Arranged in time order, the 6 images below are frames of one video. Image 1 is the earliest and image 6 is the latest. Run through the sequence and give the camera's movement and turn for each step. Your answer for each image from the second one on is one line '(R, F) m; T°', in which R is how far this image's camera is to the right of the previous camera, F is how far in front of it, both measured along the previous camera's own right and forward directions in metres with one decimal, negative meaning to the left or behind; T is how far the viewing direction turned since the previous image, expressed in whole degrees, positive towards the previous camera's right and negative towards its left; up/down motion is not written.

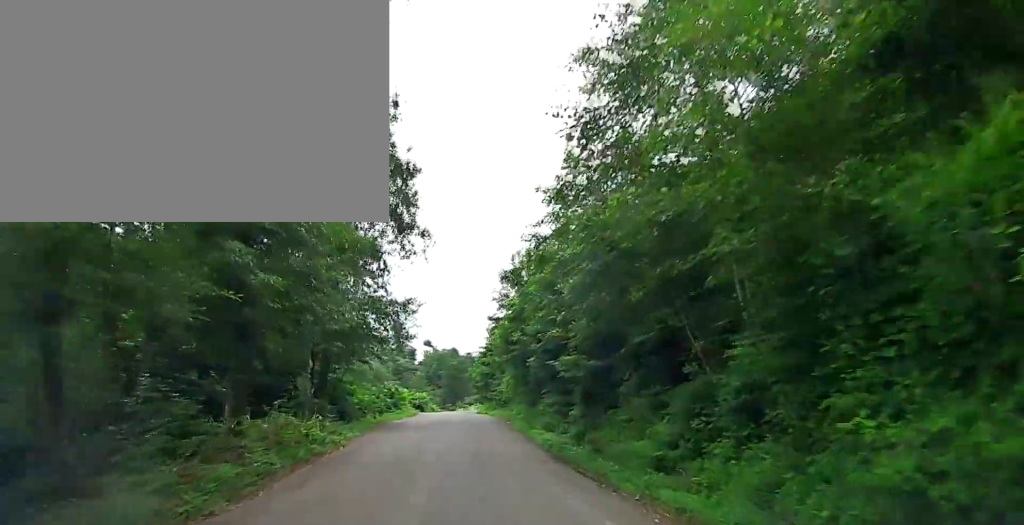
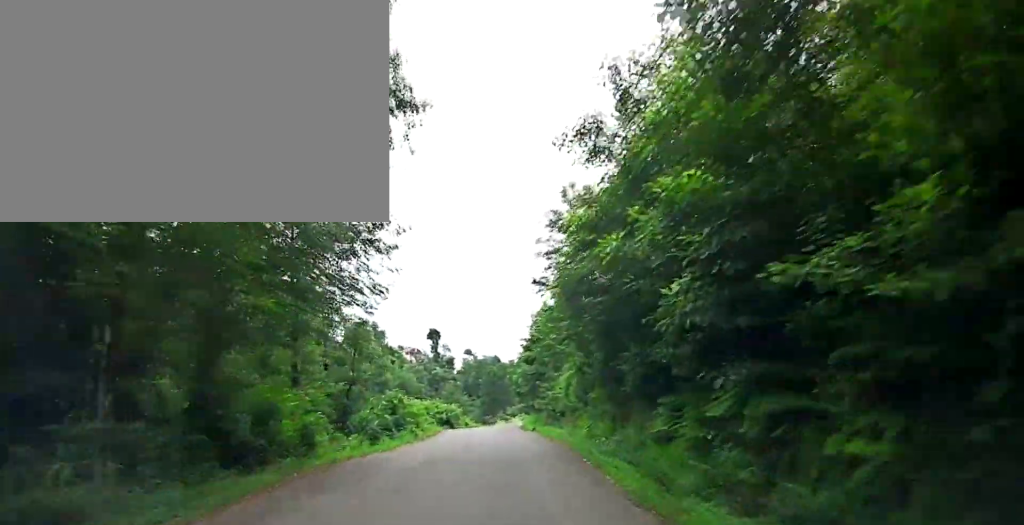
(-0.6, +12.7) m; -5°
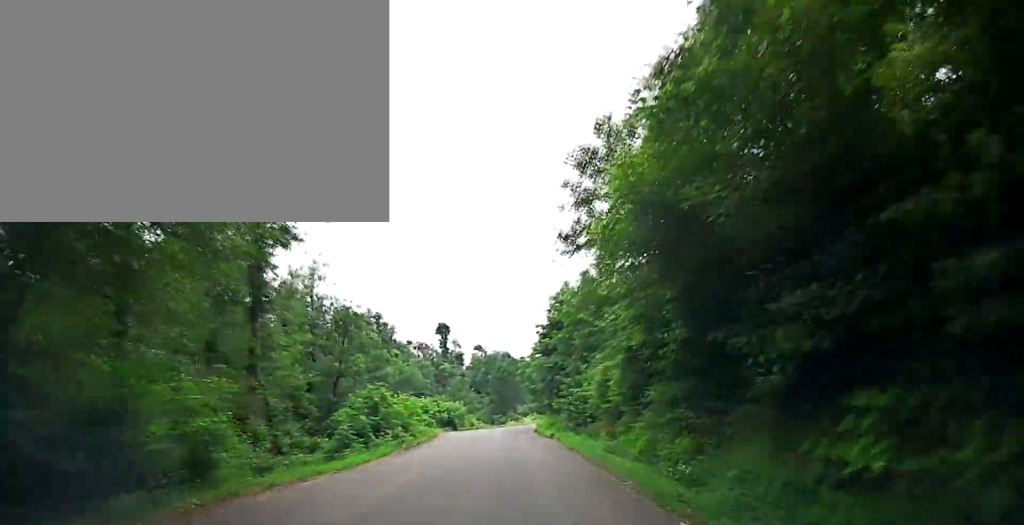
(-0.1, +6.0) m; -2°
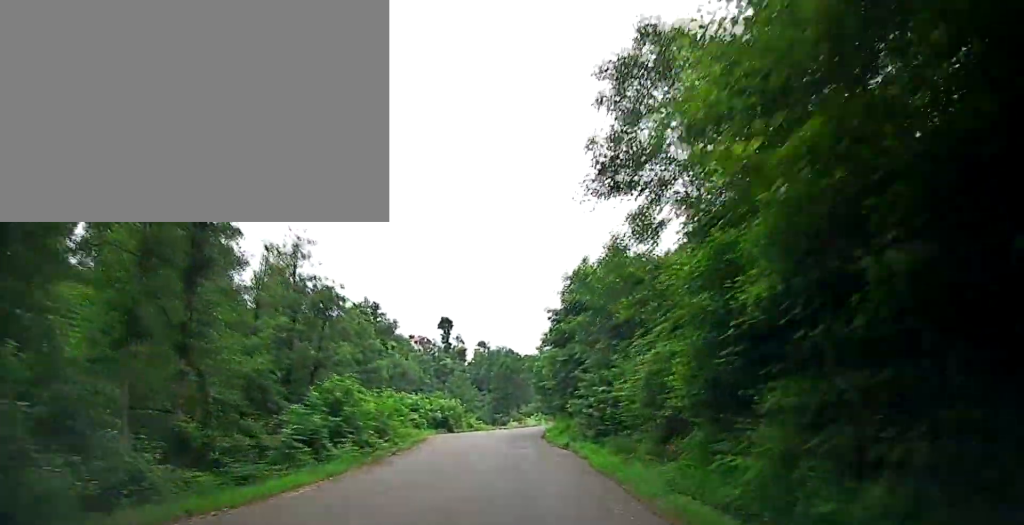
(-0.2, +5.1) m; -2°
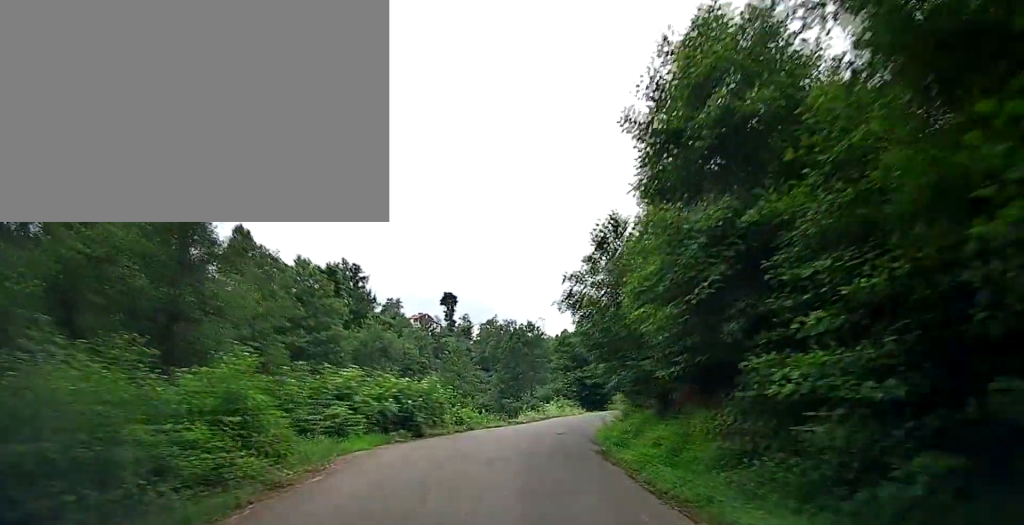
(-0.2, +15.8) m; 0°
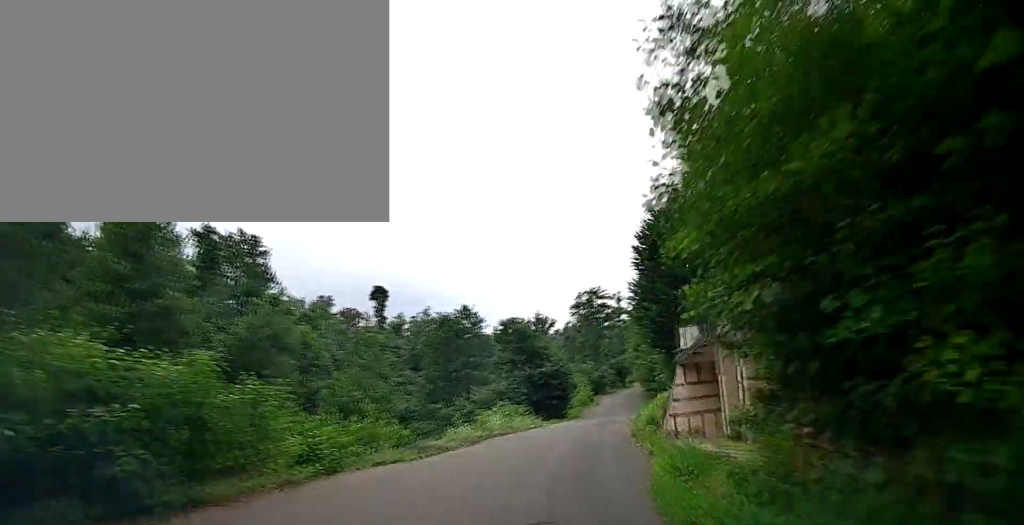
(+0.3, +13.4) m; +4°
